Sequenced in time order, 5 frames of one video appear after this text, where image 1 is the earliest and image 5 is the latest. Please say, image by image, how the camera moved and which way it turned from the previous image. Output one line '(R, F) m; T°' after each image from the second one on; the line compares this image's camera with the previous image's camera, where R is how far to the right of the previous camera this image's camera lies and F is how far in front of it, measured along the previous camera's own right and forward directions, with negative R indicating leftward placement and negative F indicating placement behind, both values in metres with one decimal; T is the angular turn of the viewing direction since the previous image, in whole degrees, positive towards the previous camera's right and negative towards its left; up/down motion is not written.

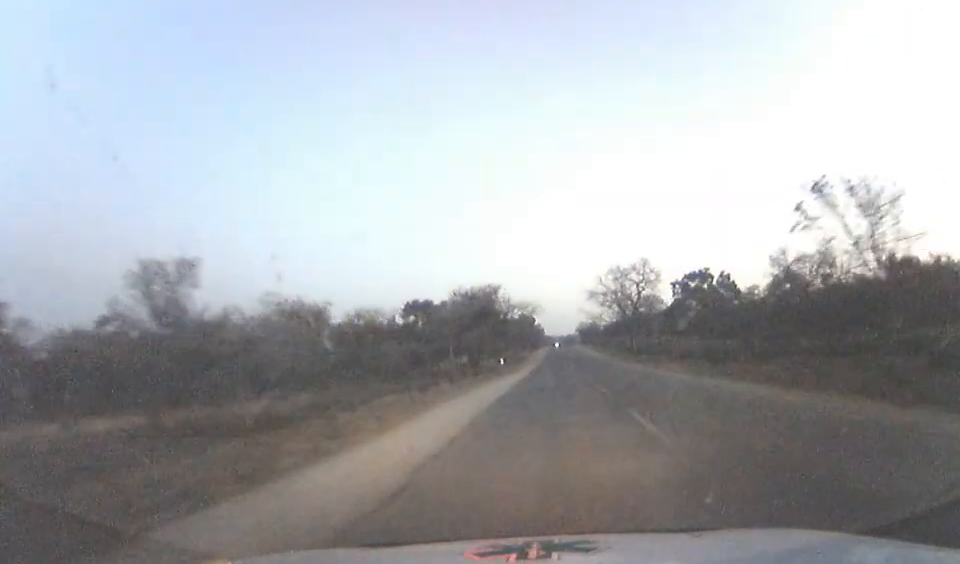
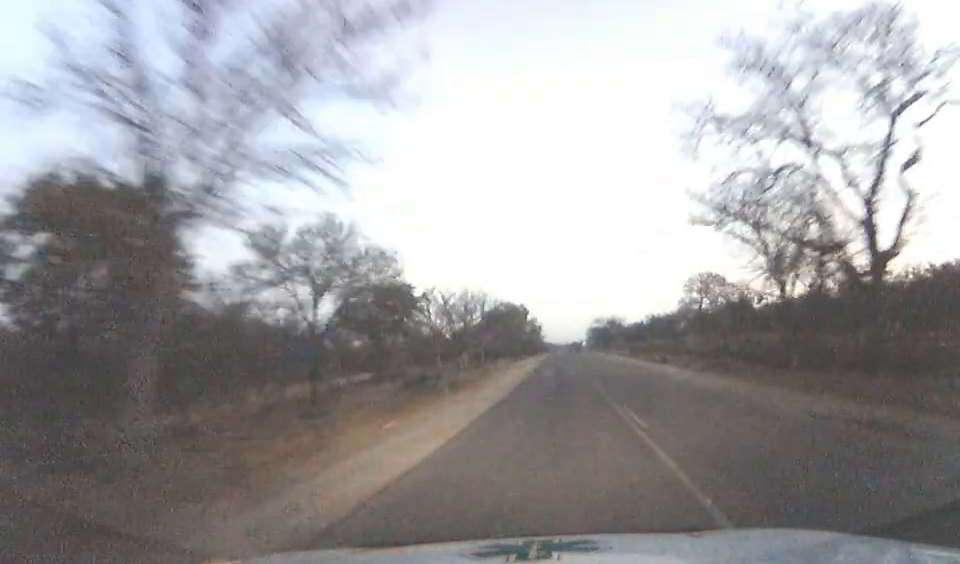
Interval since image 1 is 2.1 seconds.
(0.0, +69.8) m; 0°
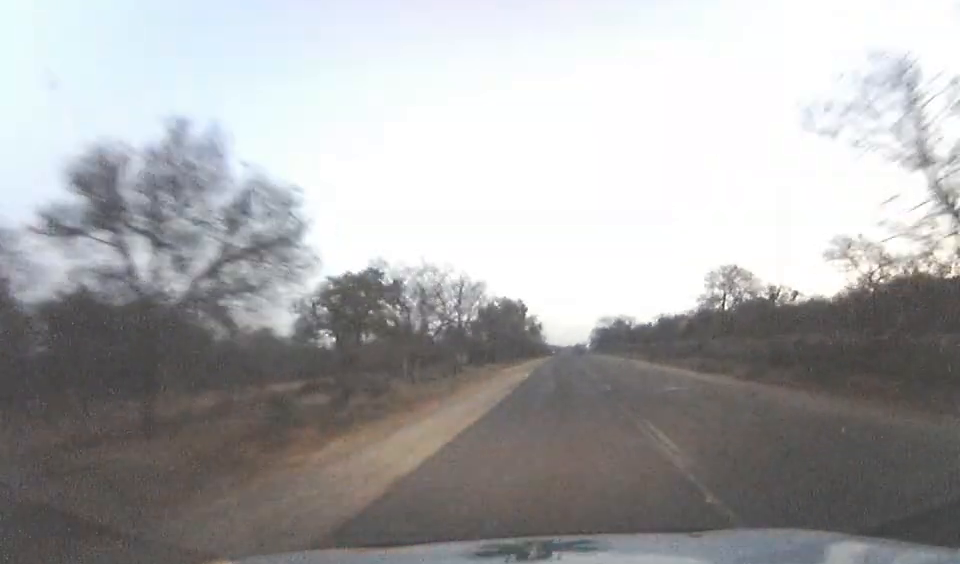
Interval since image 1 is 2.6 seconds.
(0.0, +15.6) m; 0°
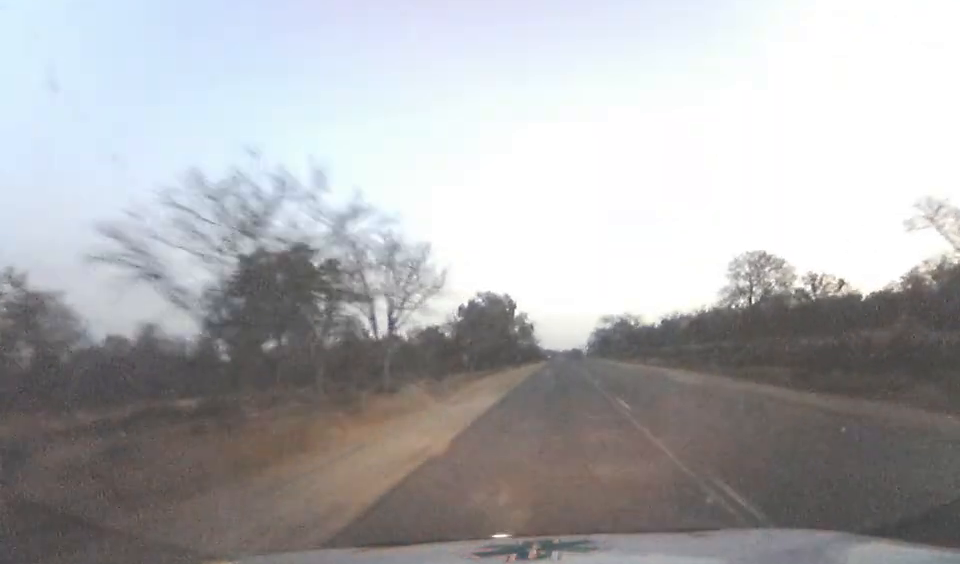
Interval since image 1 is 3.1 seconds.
(0.0, +18.2) m; 0°
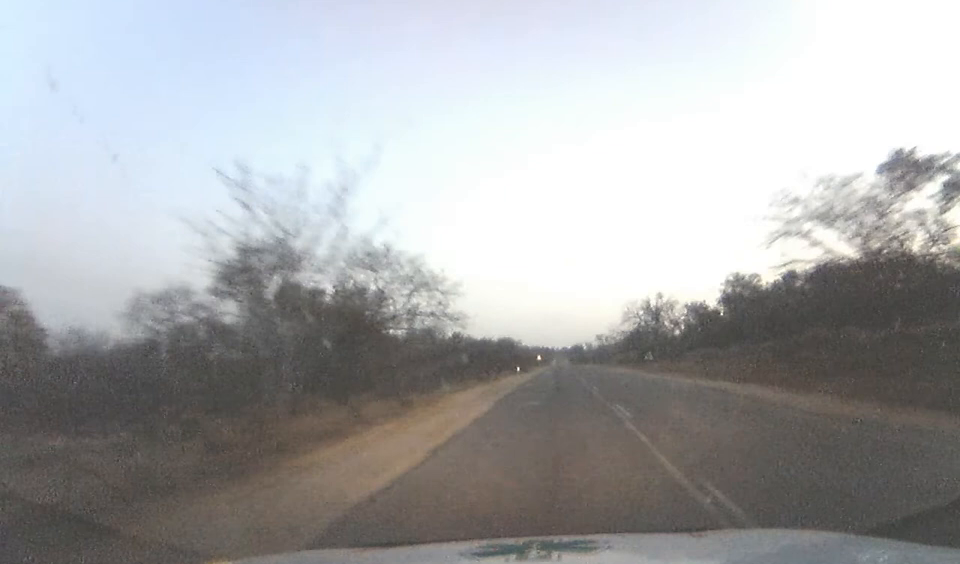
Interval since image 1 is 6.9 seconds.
(-0.3, +131.7) m; 0°
